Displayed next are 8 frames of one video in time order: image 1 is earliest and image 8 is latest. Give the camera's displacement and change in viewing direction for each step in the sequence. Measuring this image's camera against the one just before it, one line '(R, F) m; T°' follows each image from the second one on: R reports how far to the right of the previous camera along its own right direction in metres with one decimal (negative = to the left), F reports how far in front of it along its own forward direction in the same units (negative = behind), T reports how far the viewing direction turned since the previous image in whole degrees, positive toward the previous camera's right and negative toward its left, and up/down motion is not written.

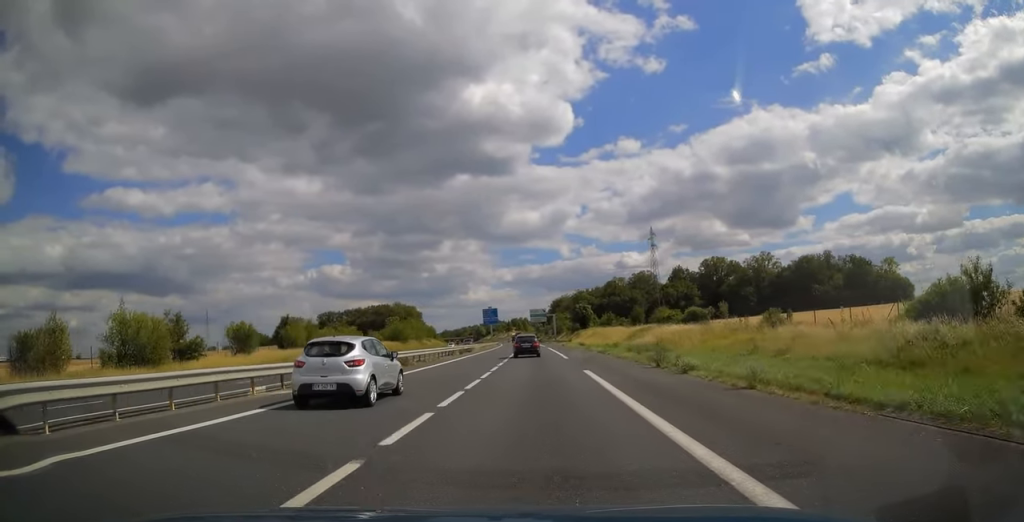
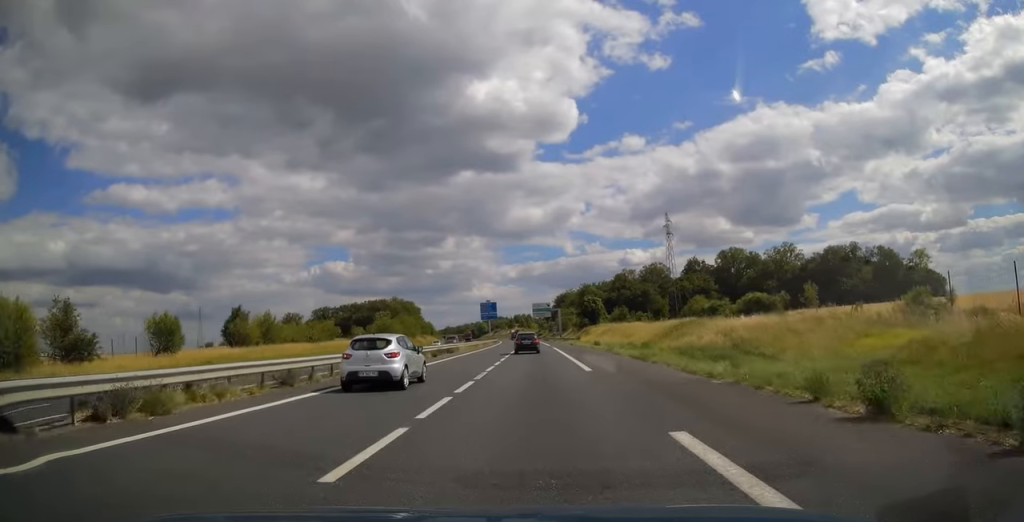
(0.0, +15.3) m; 0°
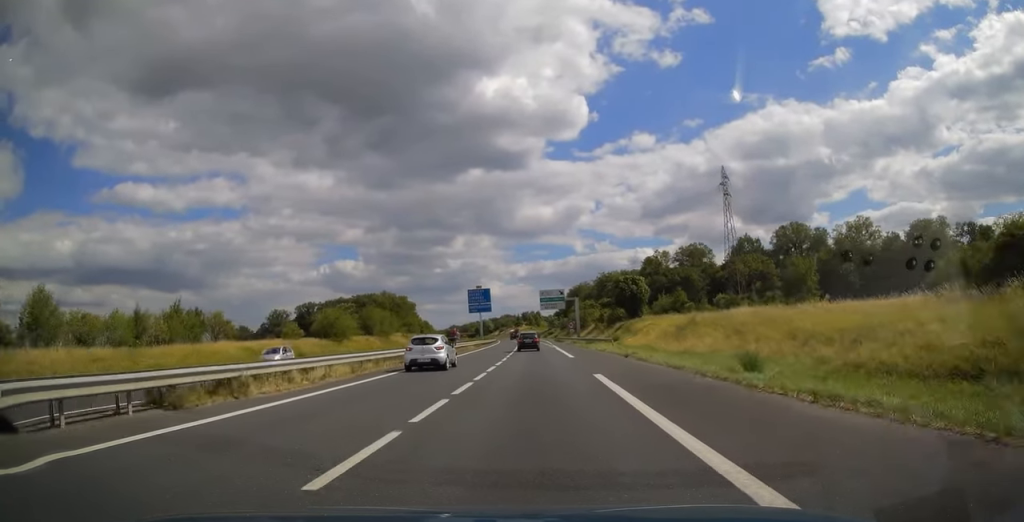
(-0.3, +40.4) m; -1°
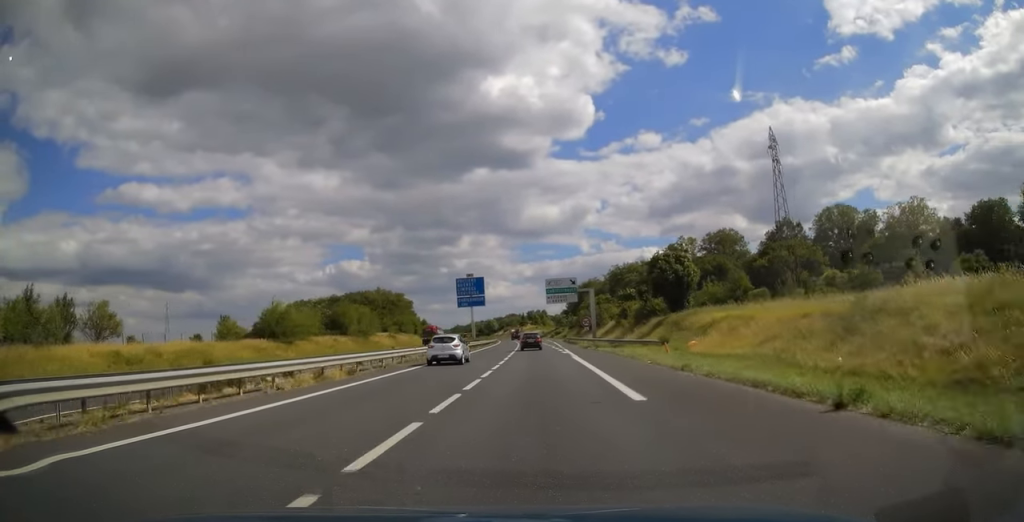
(-0.2, +21.2) m; -1°
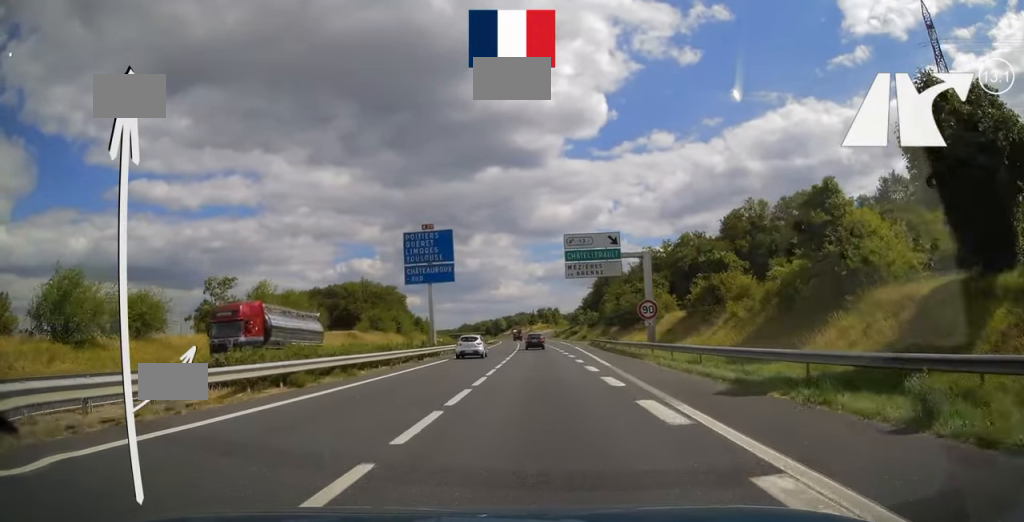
(-0.3, +38.5) m; -1°
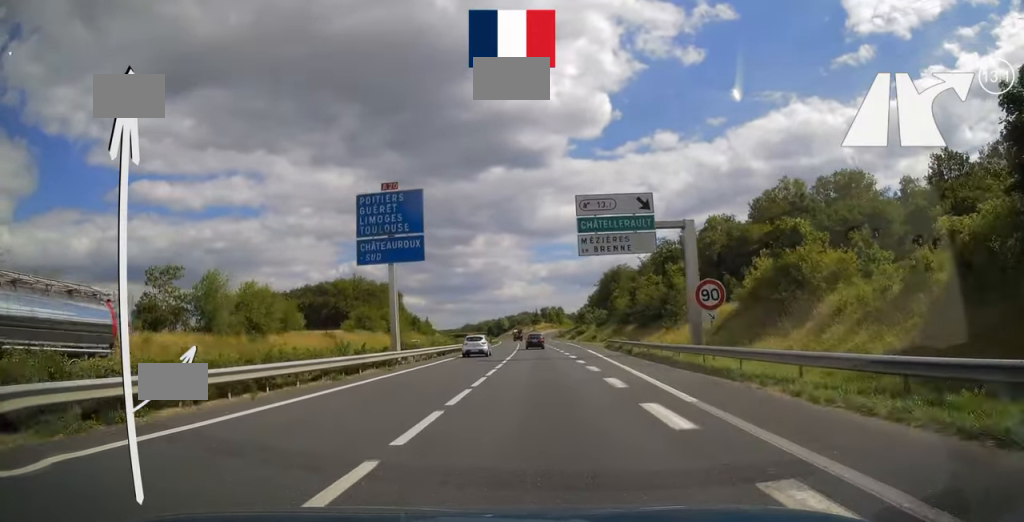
(0.0, +13.3) m; 0°
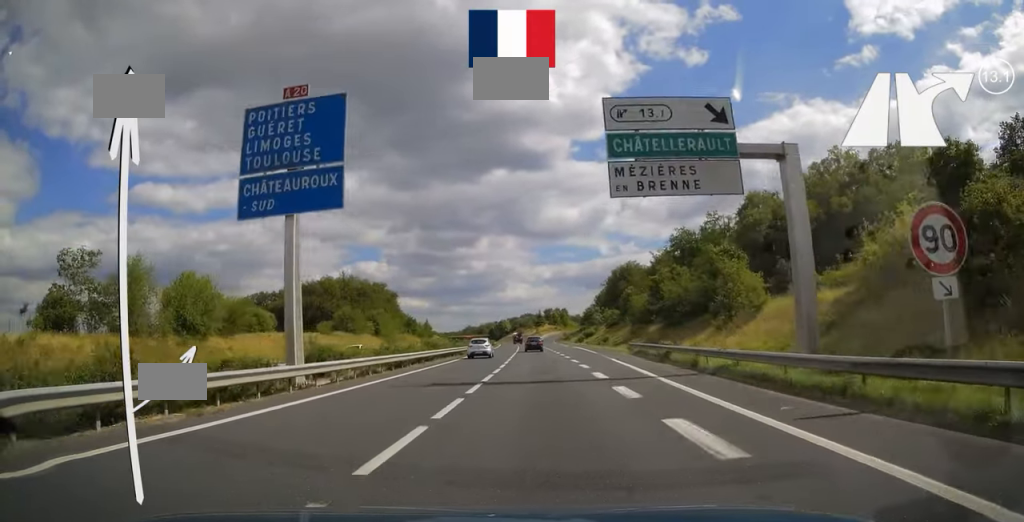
(0.0, +14.8) m; 0°
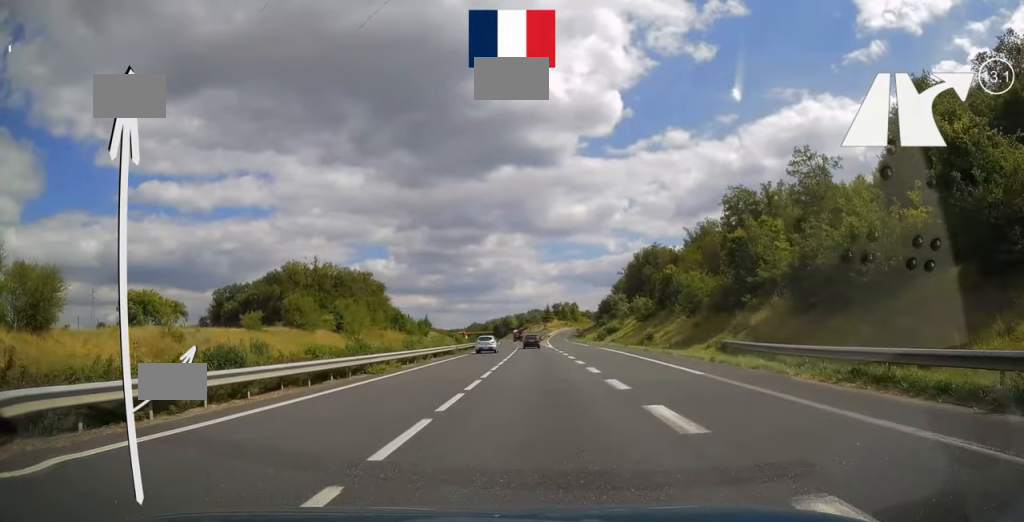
(-0.3, +30.5) m; -1°
